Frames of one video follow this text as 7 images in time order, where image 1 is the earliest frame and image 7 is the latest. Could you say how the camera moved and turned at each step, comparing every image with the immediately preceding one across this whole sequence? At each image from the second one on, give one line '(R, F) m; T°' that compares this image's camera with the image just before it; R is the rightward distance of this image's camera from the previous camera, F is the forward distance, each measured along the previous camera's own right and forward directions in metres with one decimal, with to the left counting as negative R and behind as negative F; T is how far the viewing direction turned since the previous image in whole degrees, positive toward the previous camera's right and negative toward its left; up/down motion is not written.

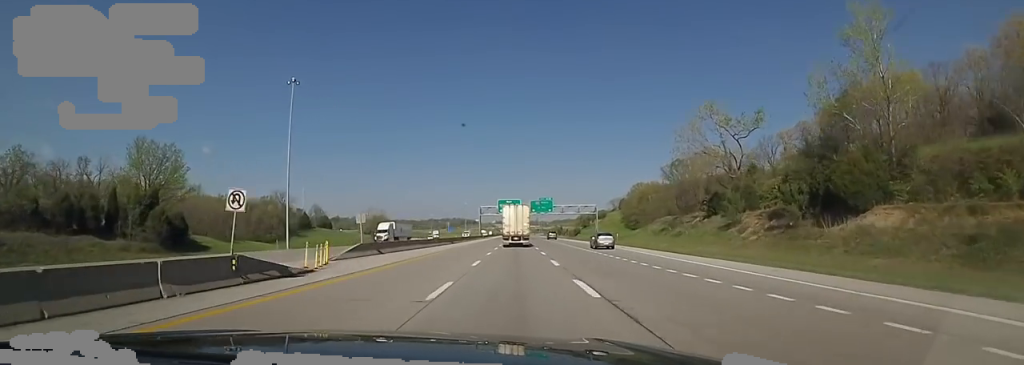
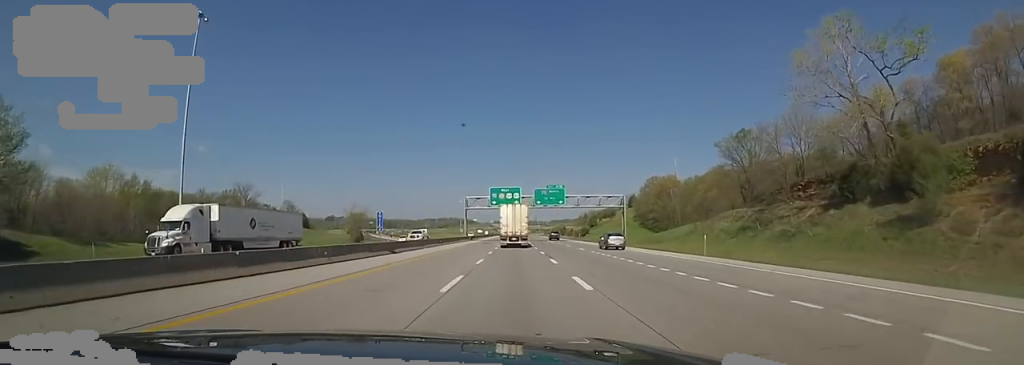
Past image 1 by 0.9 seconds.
(0.0, +28.5) m; 0°
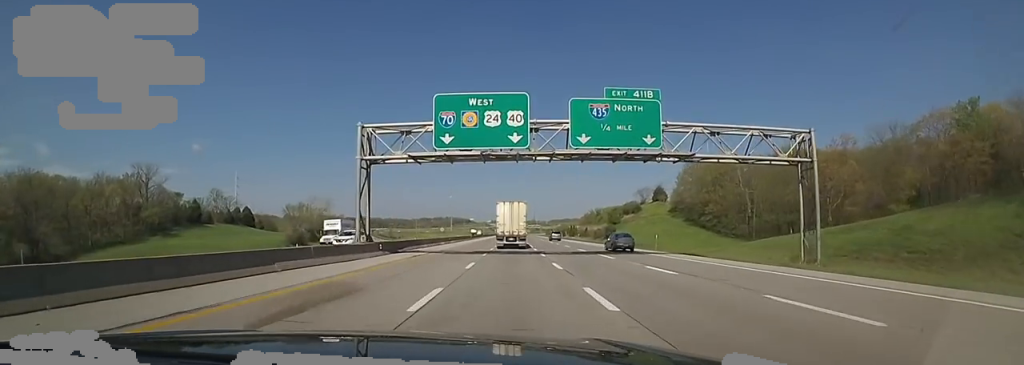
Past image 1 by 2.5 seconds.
(-0.6, +52.5) m; -3°
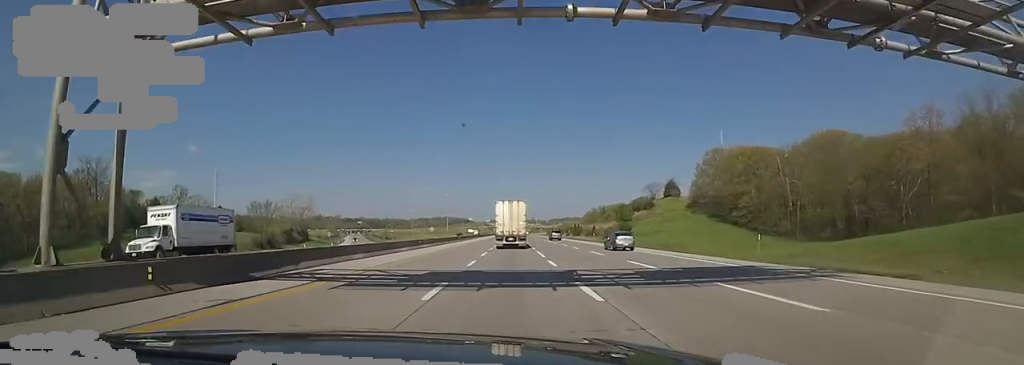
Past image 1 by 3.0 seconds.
(-0.8, +18.4) m; 0°
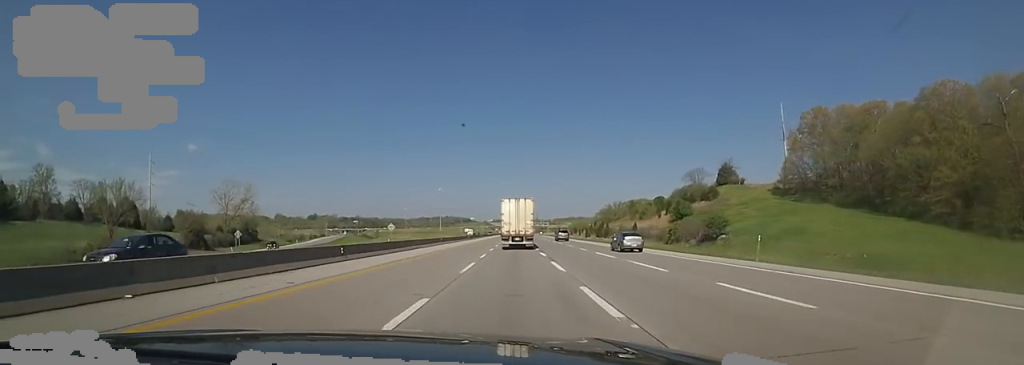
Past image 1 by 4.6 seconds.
(+1.6, +50.6) m; +3°
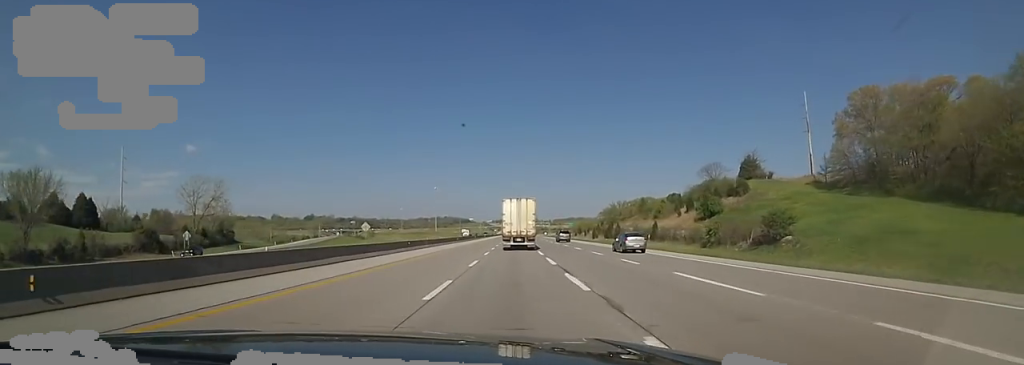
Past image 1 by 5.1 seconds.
(0.0, +17.2) m; 0°
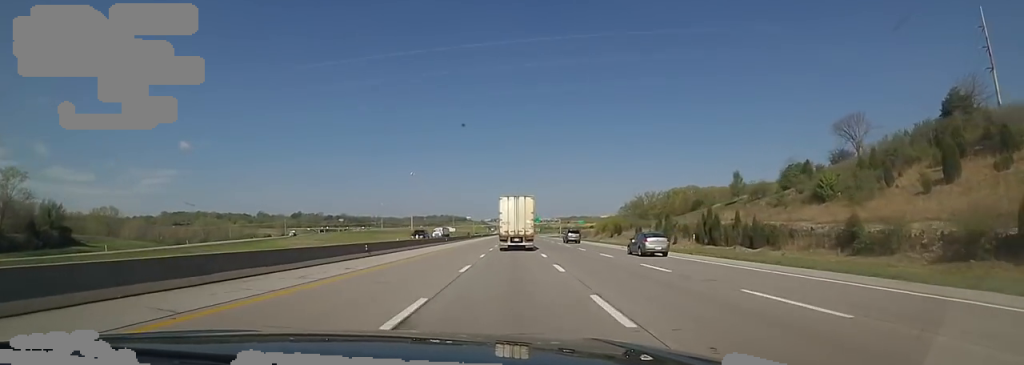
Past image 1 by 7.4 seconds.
(-0.2, +72.6) m; 0°
